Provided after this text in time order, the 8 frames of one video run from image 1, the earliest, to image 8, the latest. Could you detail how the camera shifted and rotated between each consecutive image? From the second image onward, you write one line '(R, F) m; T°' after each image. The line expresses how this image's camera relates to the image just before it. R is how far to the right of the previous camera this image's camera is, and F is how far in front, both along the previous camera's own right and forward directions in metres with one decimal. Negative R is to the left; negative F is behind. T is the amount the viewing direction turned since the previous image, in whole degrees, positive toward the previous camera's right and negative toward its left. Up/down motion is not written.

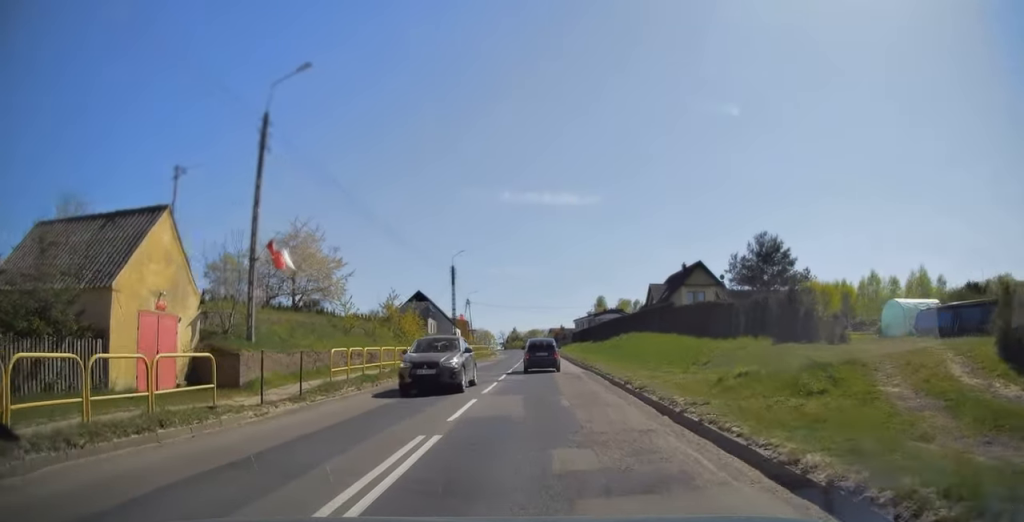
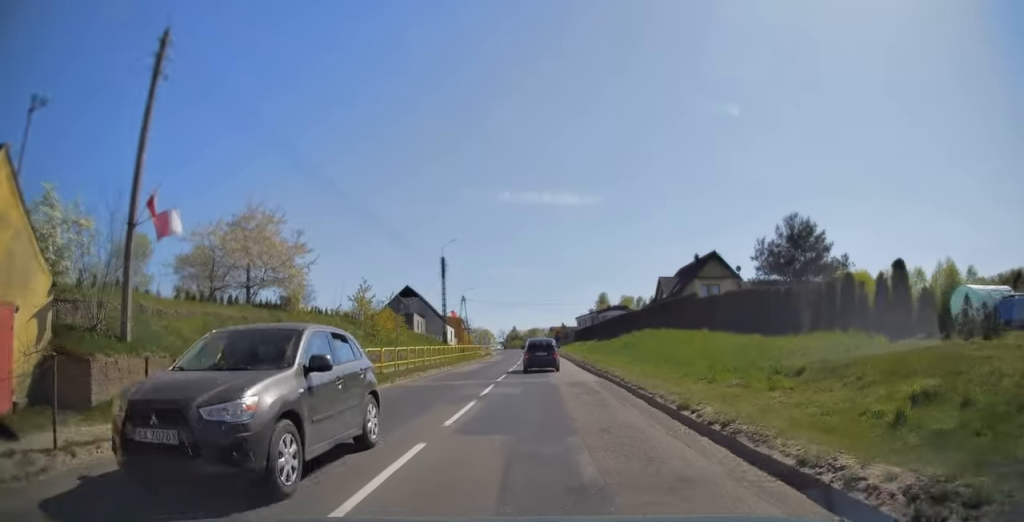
(0.0, +6.3) m; 0°
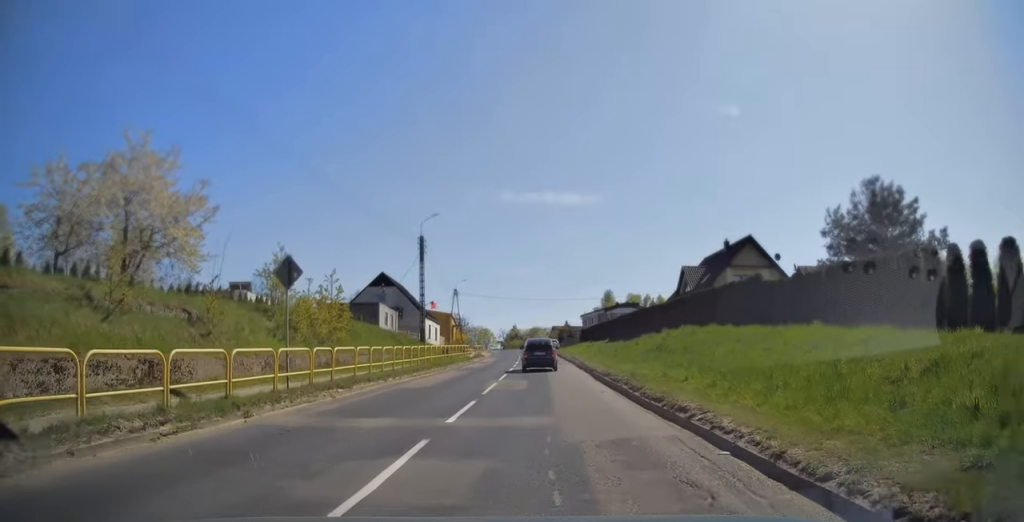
(0.0, +11.2) m; 0°
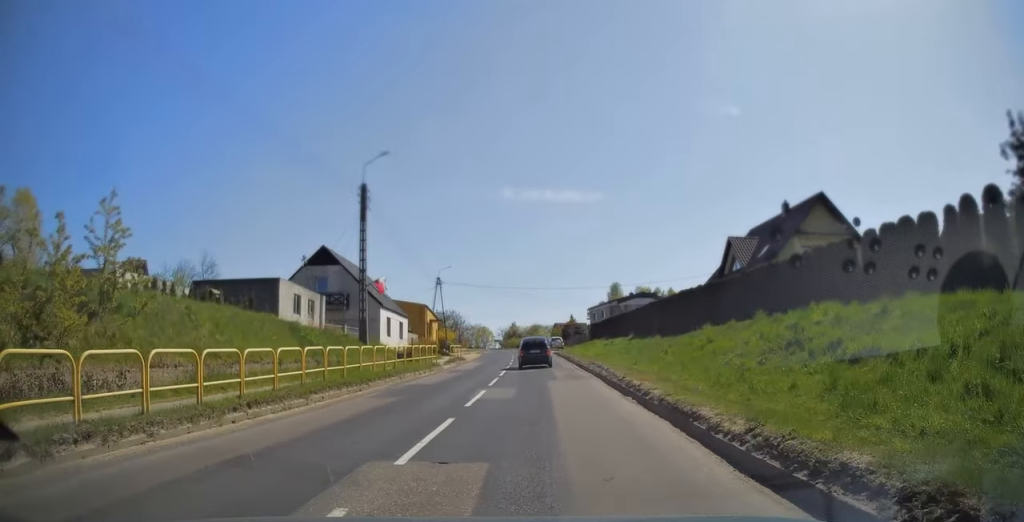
(+0.1, +15.6) m; 0°
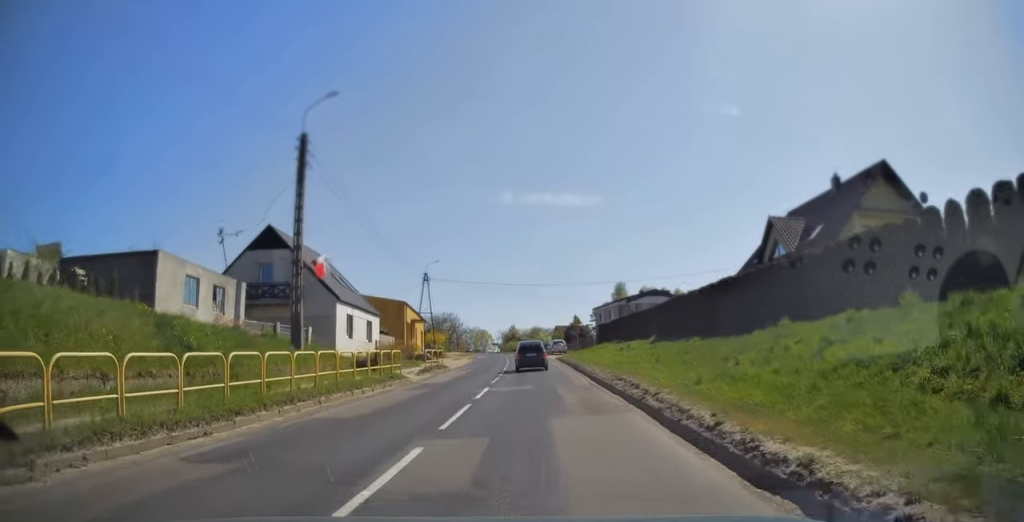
(-0.1, +8.6) m; 0°
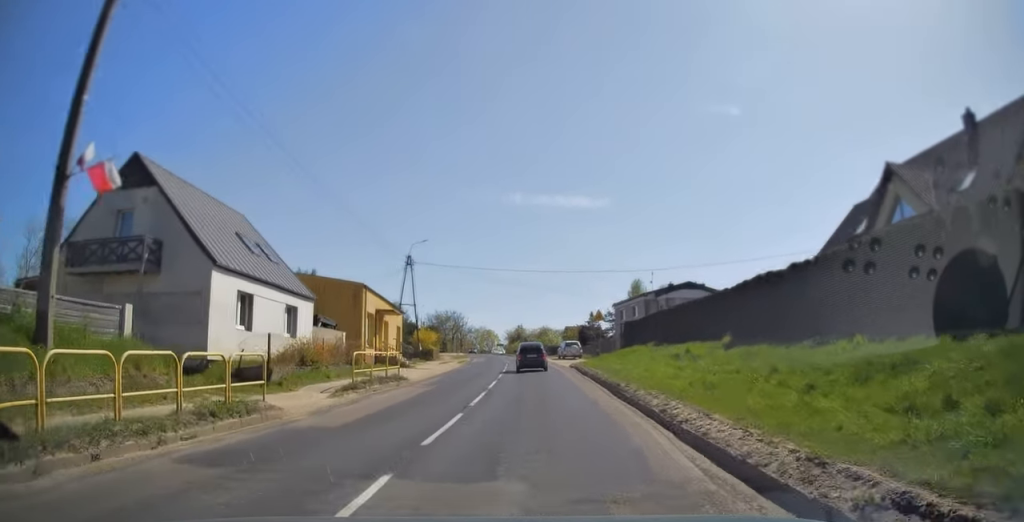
(-0.1, +13.1) m; -1°
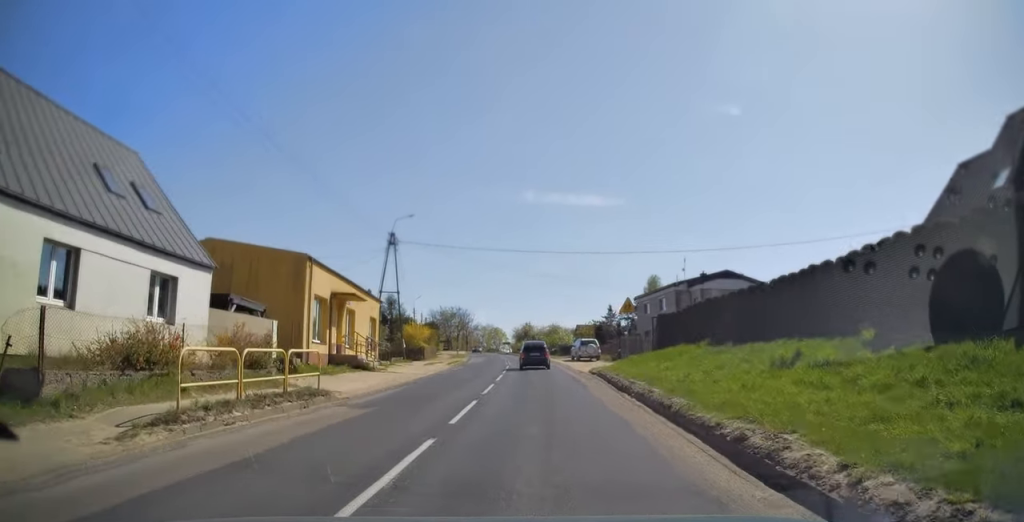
(-0.1, +9.7) m; -1°
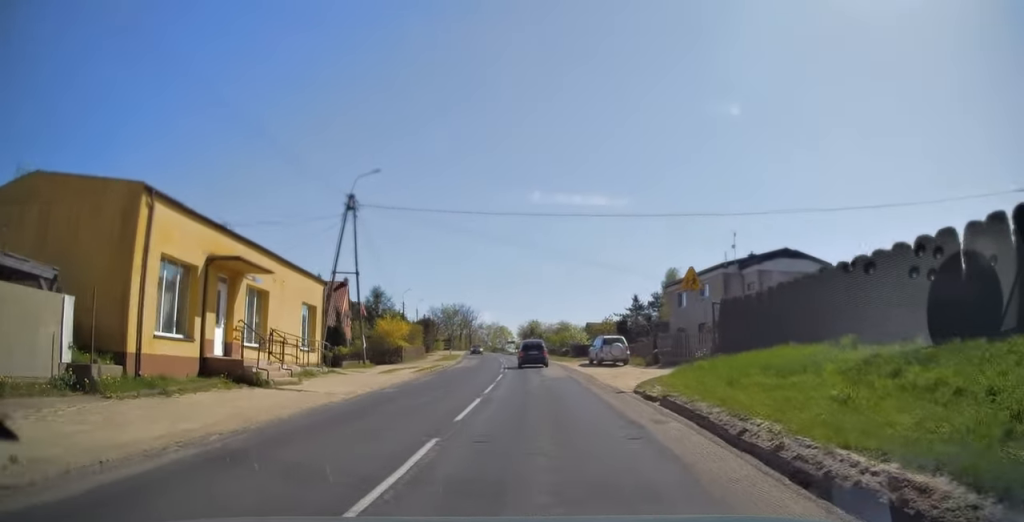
(-0.1, +11.8) m; -1°
